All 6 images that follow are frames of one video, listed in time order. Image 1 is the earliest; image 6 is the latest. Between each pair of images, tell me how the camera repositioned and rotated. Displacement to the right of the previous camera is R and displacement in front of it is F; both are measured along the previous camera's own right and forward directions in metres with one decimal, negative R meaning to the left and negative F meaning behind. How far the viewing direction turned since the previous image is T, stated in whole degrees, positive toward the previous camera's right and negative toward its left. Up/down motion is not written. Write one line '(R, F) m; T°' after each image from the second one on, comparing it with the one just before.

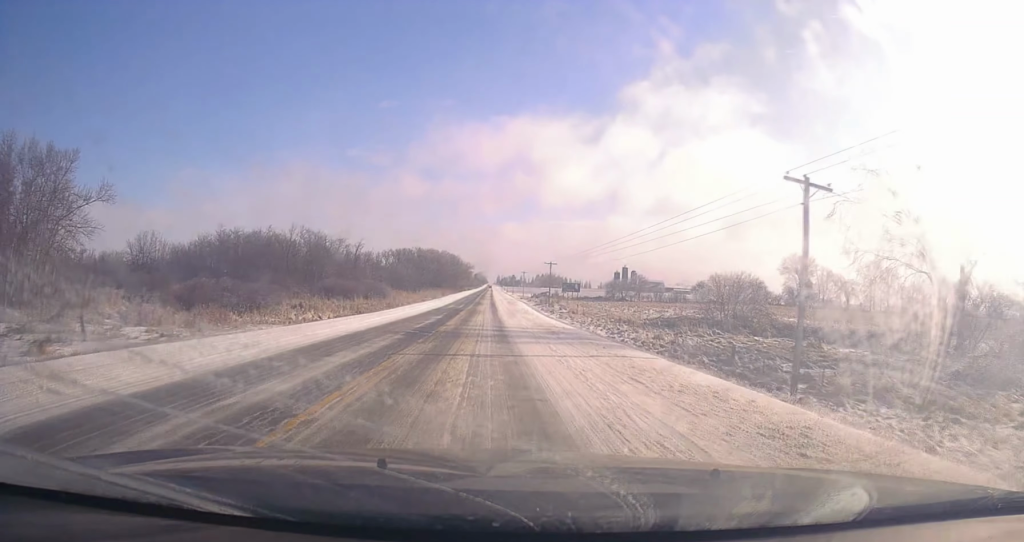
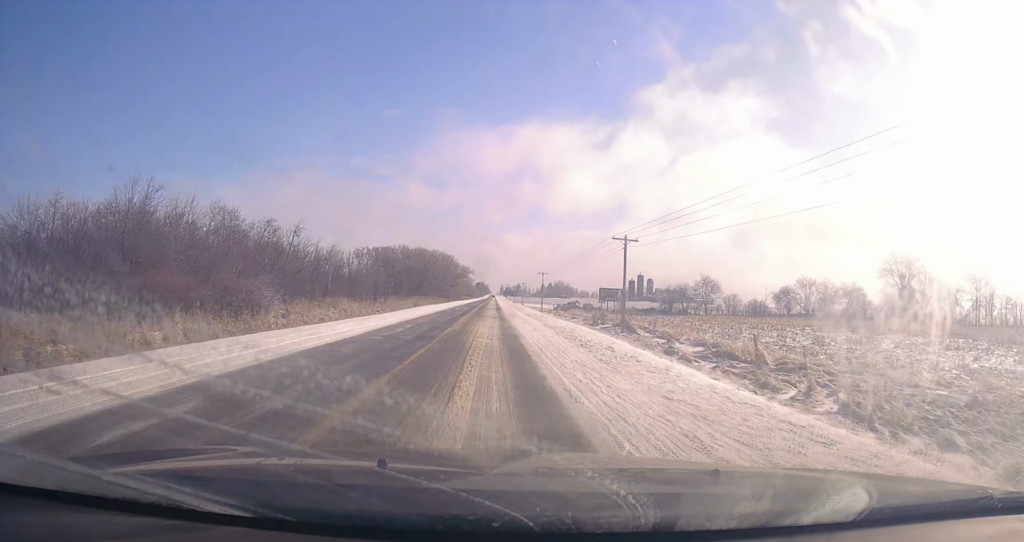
(+0.5, +52.4) m; +1°
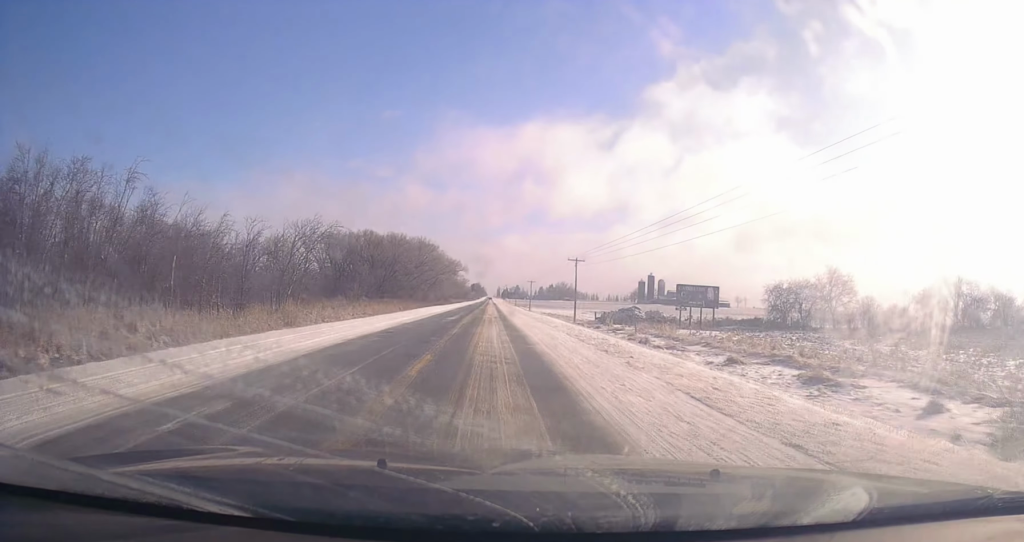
(-0.7, +49.2) m; 0°
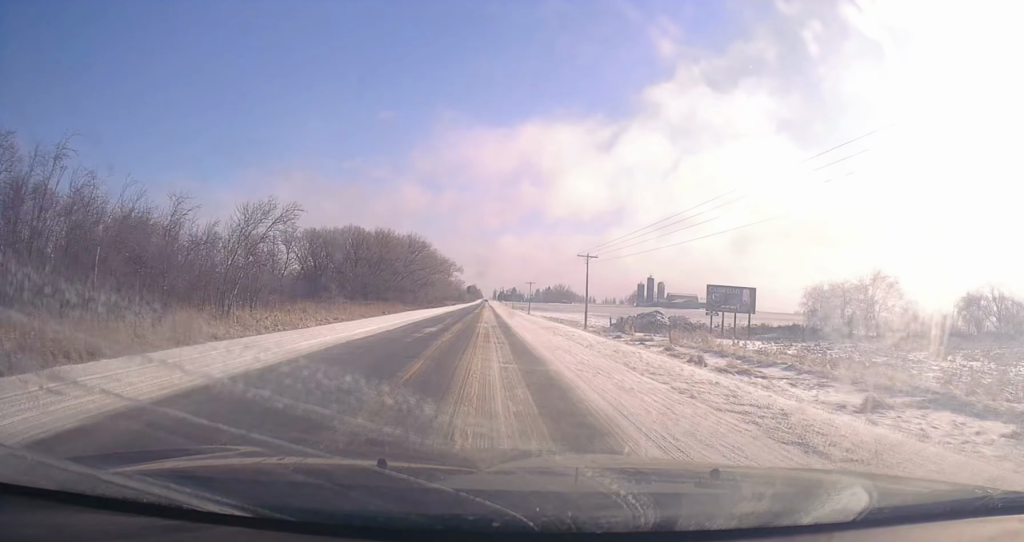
(+0.4, +10.8) m; 0°
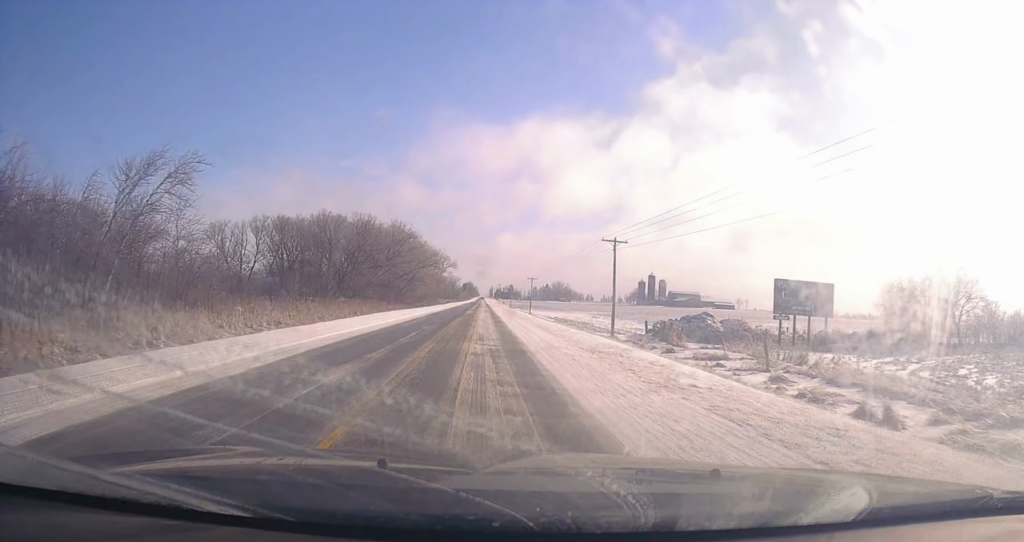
(-0.1, +14.2) m; 0°
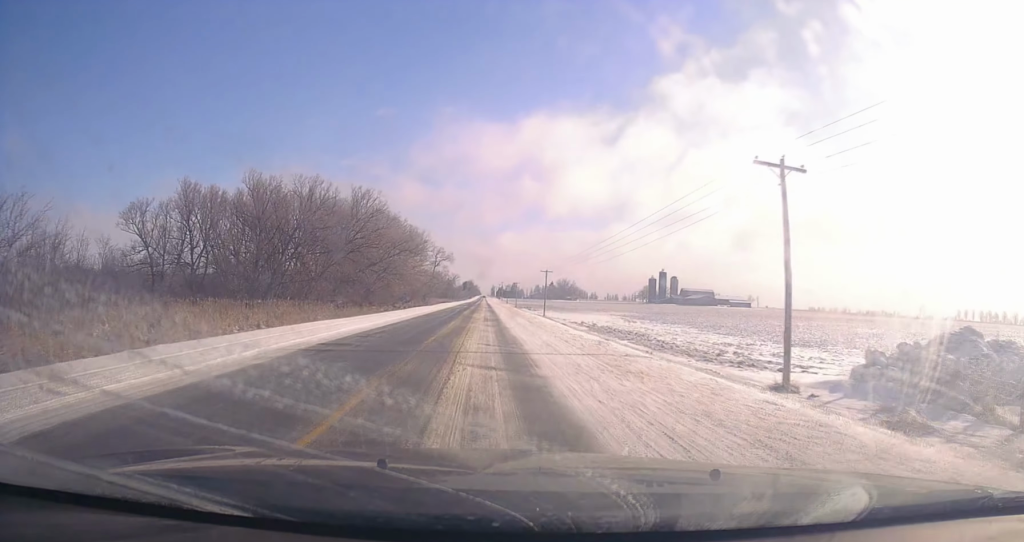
(0.0, +27.6) m; 0°
